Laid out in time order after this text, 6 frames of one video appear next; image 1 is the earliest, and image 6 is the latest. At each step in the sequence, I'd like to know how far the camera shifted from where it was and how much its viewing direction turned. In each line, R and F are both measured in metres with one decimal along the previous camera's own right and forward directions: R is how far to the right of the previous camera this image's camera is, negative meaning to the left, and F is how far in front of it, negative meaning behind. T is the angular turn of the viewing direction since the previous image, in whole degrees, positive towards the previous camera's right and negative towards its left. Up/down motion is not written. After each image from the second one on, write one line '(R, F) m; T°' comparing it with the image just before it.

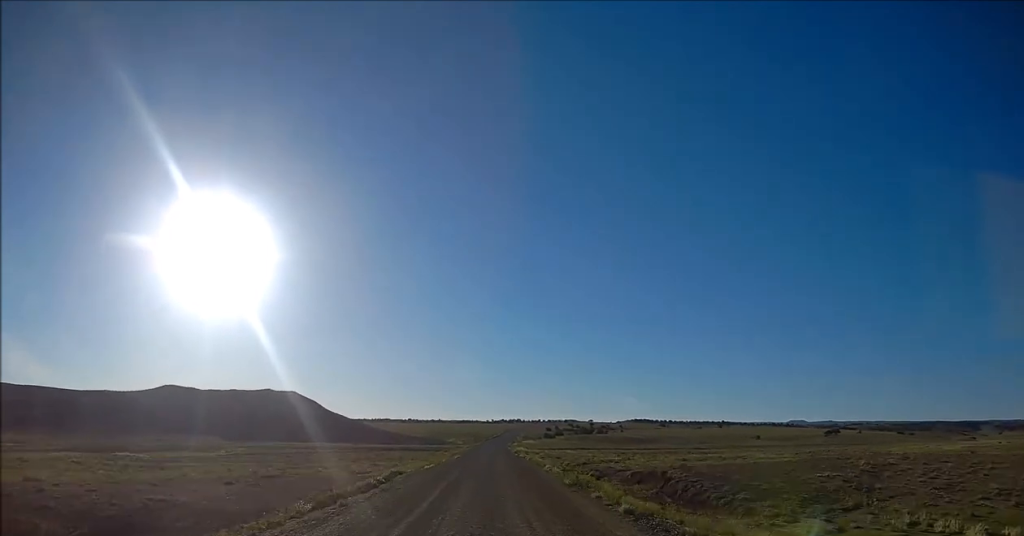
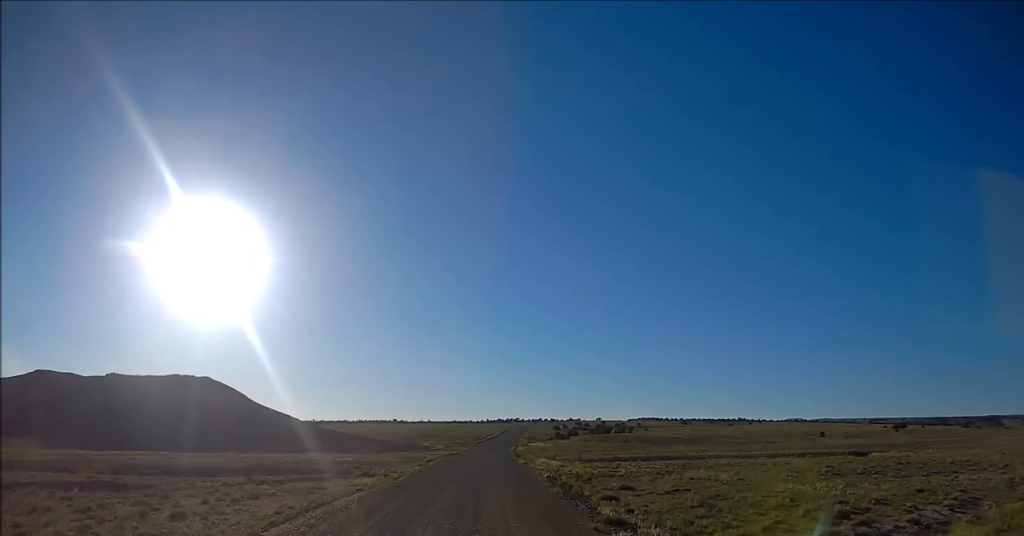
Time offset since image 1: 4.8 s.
(-0.5, +79.9) m; 0°
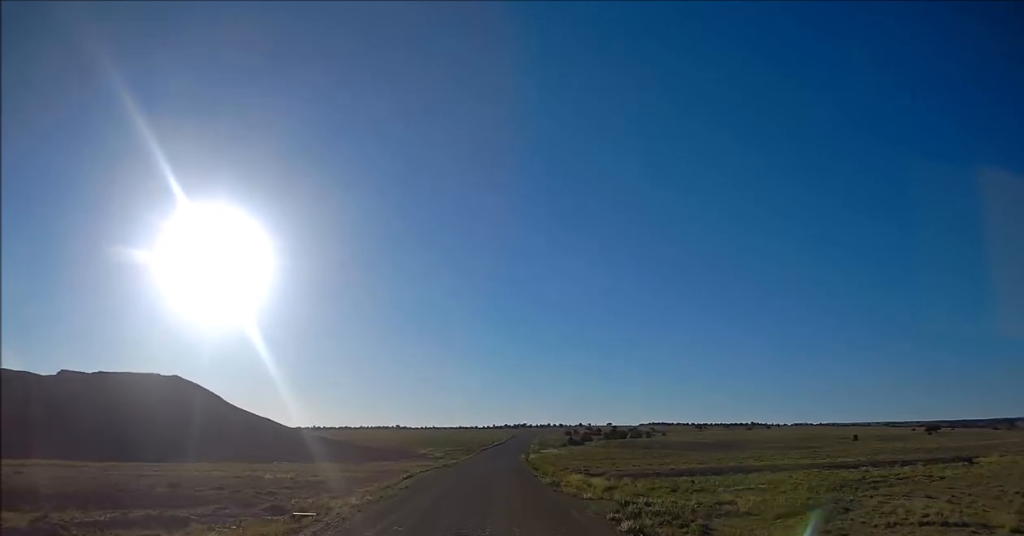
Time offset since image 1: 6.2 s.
(-0.2, +24.4) m; -1°
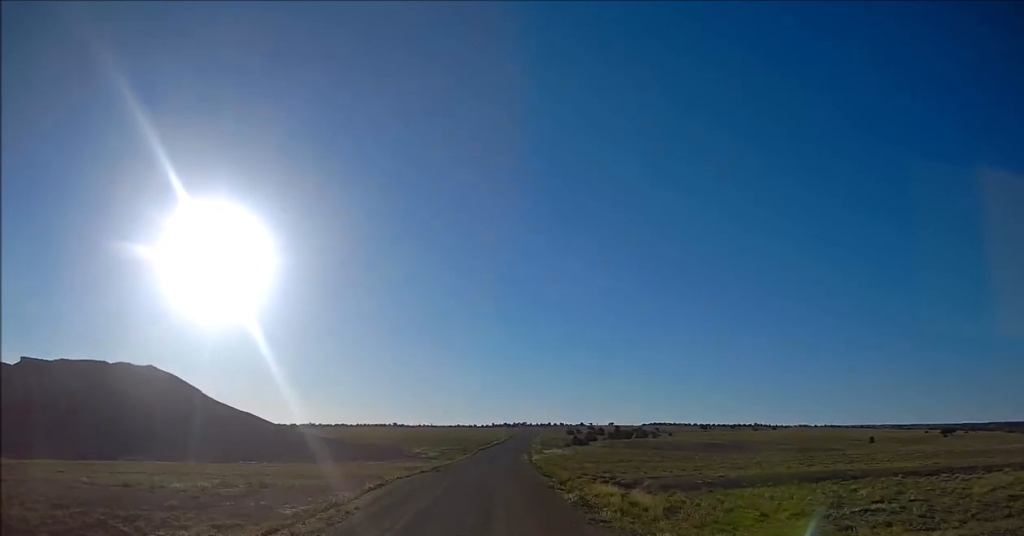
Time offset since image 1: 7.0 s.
(-0.2, +13.3) m; 0°
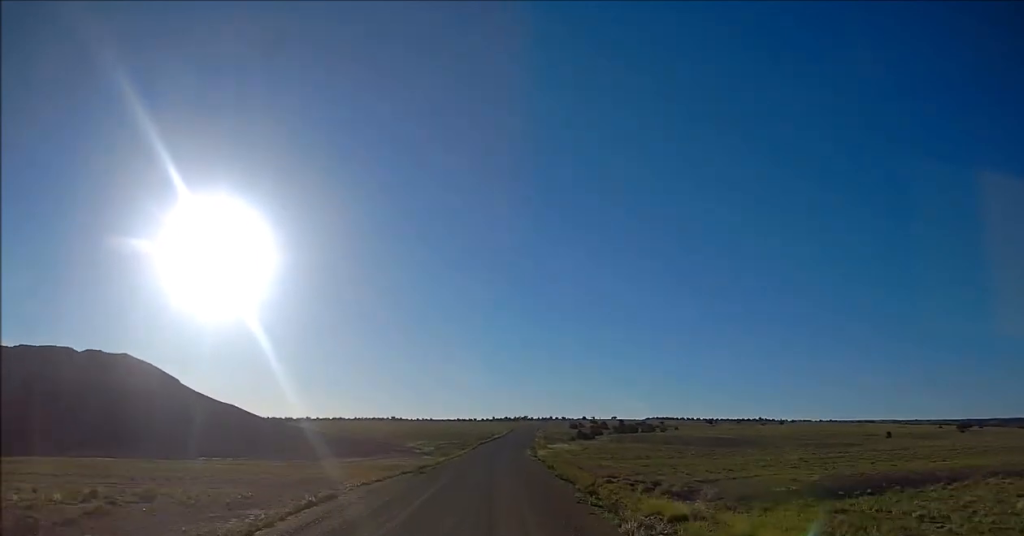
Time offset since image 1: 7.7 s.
(0.0, +11.8) m; 0°
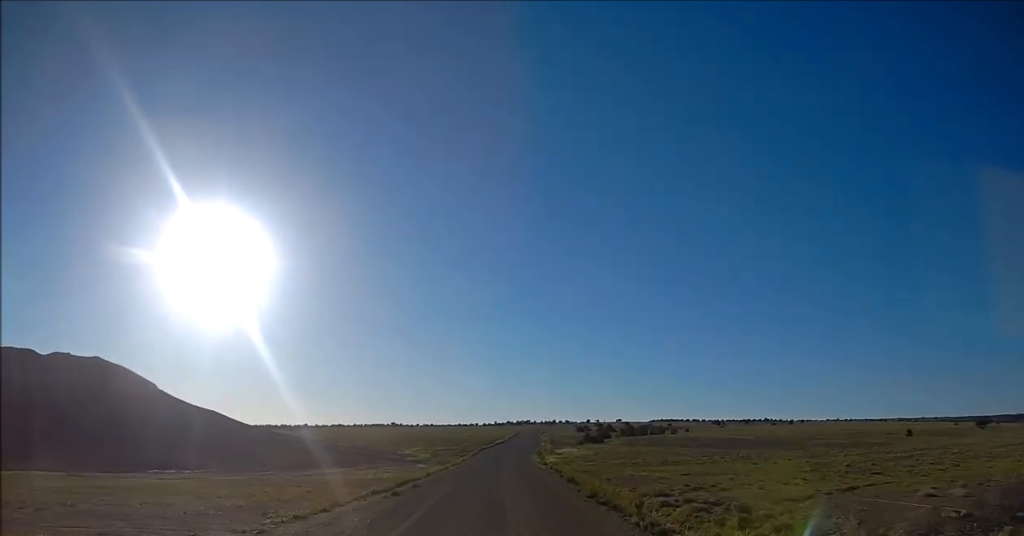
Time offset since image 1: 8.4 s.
(+0.1, +11.6) m; +1°
